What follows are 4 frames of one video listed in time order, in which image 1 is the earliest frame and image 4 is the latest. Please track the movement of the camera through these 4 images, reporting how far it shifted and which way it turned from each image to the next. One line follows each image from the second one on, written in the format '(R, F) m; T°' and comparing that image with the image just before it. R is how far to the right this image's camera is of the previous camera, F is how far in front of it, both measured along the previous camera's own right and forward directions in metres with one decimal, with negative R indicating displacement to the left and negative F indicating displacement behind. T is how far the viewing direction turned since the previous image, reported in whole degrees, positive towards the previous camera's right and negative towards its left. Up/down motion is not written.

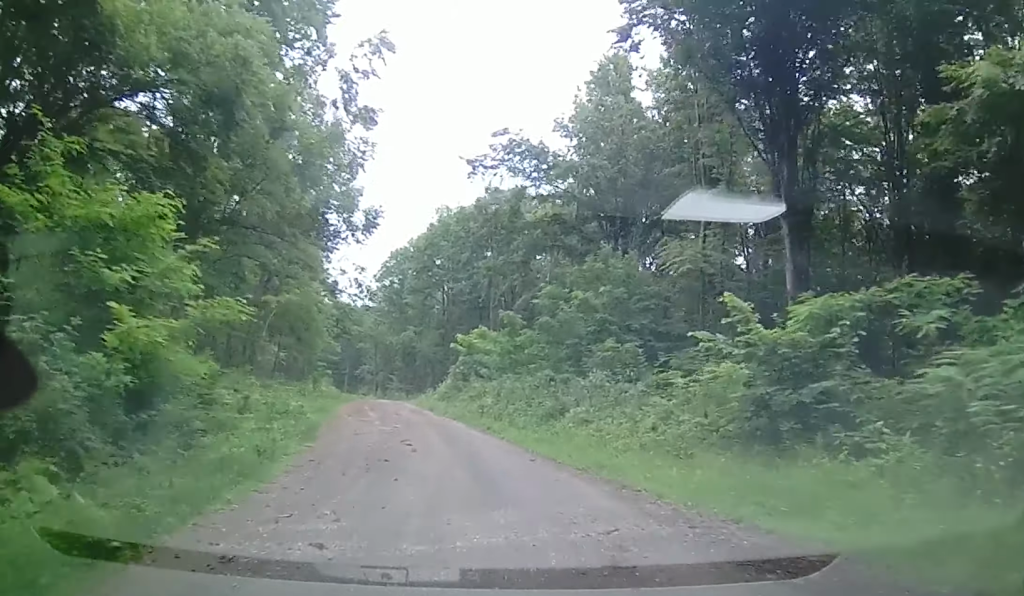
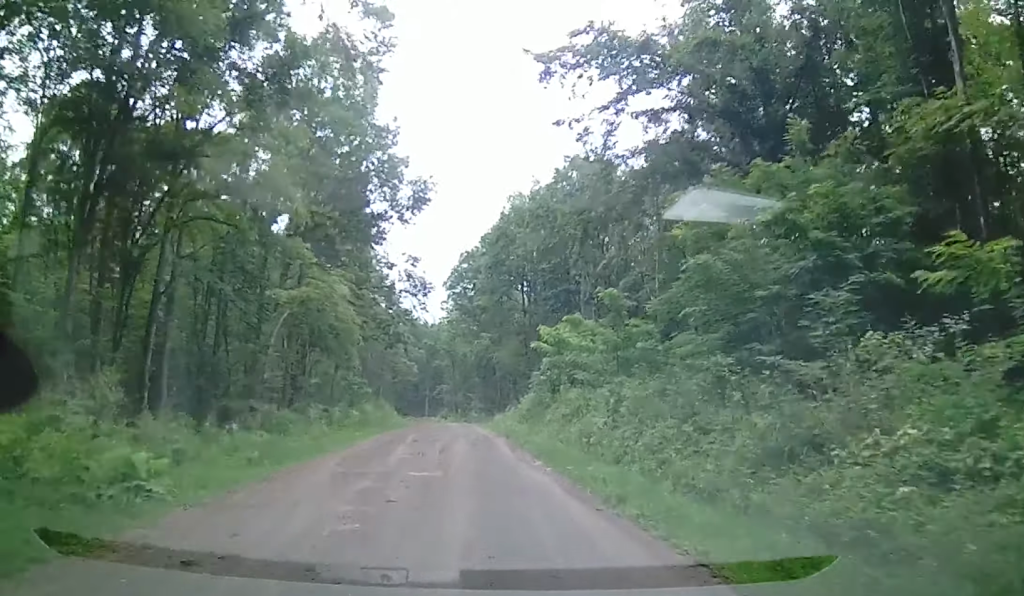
(+1.0, +13.8) m; -3°
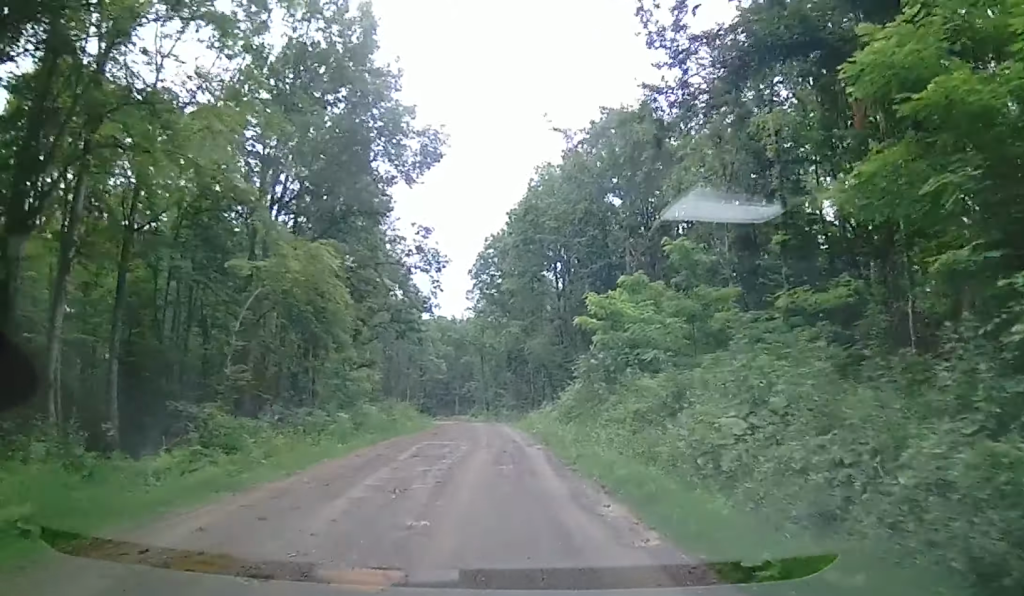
(-0.6, +8.6) m; 0°
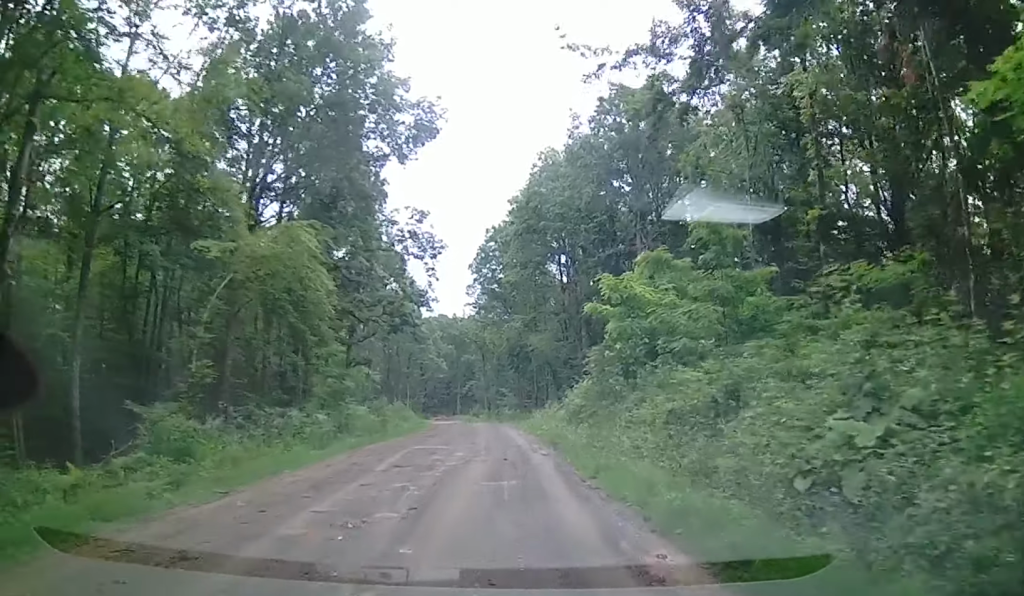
(+0.2, +3.3) m; +6°
